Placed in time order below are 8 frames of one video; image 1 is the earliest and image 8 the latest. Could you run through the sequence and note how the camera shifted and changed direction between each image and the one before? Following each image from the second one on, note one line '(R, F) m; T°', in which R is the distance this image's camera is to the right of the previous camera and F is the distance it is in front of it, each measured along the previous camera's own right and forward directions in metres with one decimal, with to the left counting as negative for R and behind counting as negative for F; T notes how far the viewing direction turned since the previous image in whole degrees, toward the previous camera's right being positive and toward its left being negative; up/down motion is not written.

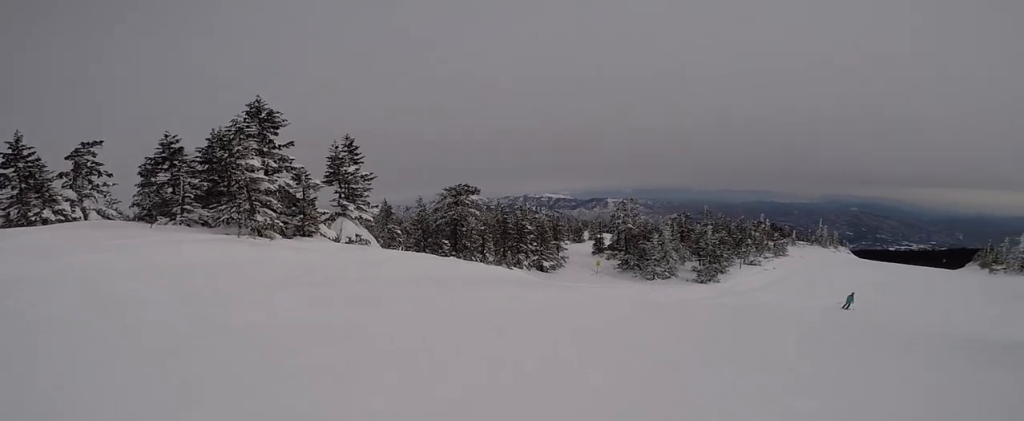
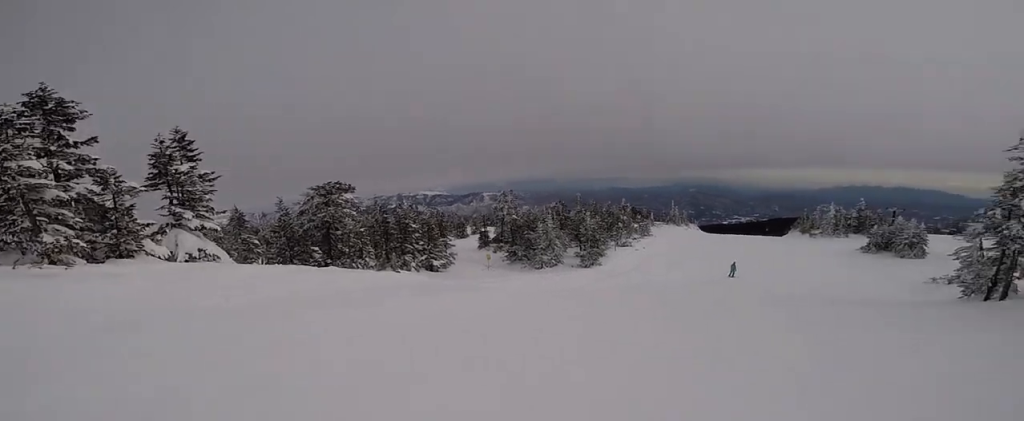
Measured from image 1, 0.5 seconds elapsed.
(-0.6, +2.0) m; +23°
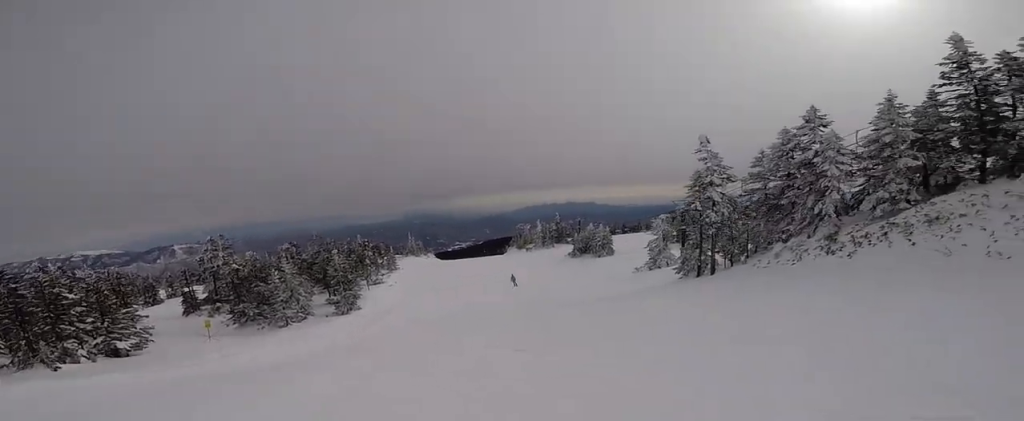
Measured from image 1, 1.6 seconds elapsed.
(+2.7, +3.8) m; +34°
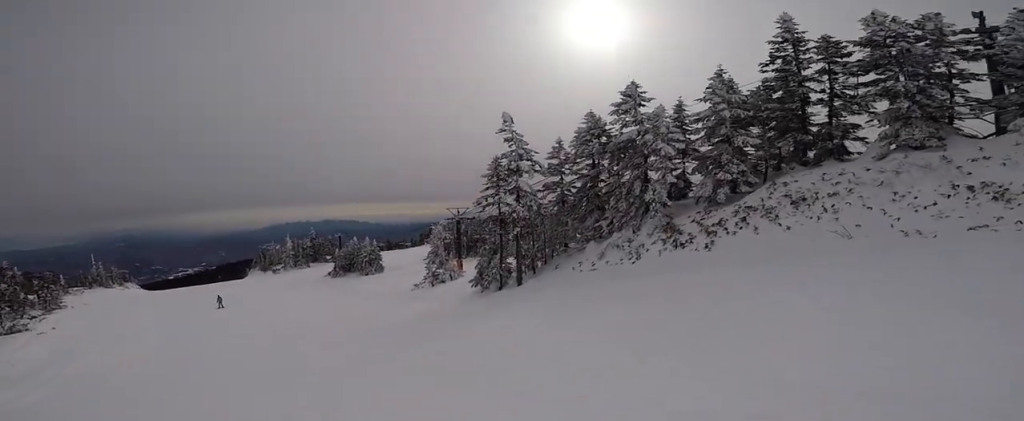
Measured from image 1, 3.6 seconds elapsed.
(+2.6, +7.1) m; +35°
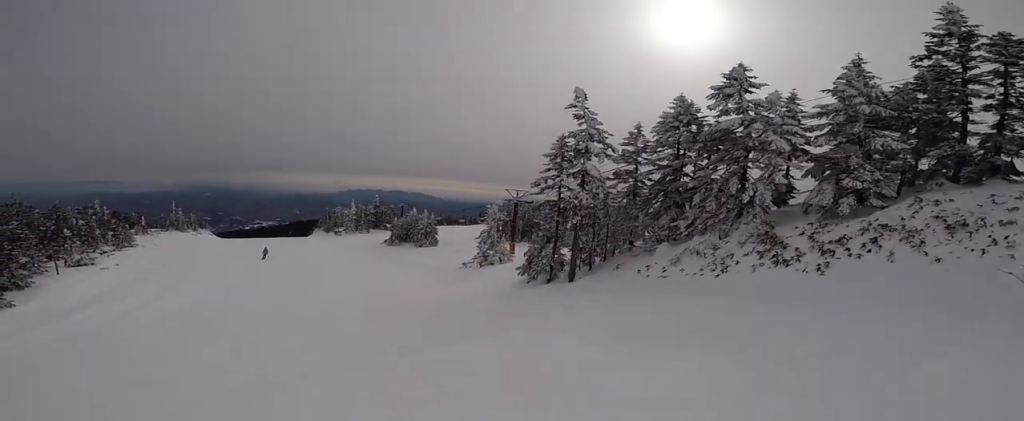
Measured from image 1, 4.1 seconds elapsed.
(-0.2, +2.4) m; -5°
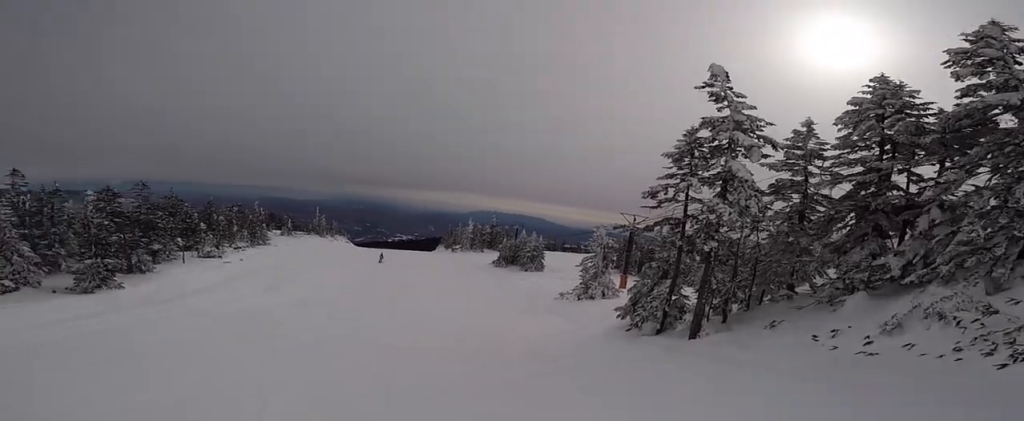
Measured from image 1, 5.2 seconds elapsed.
(-0.5, +5.2) m; -24°
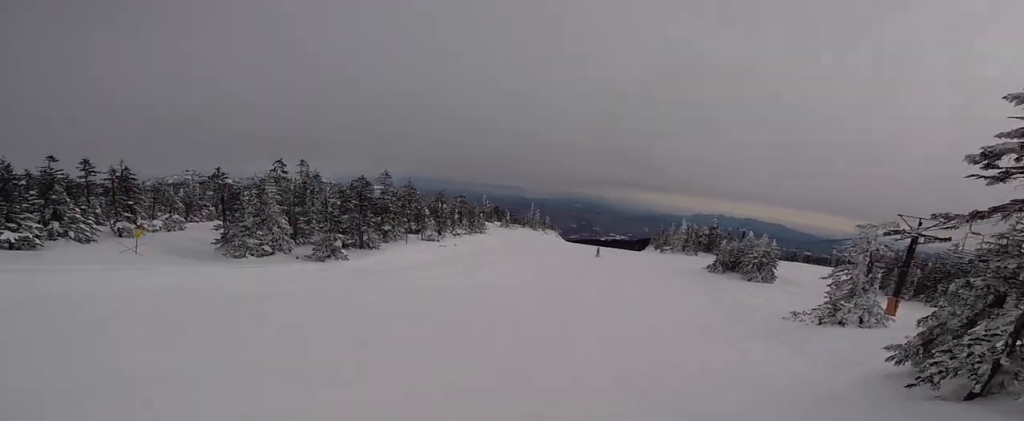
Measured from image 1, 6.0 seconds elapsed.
(-0.8, +3.6) m; -24°
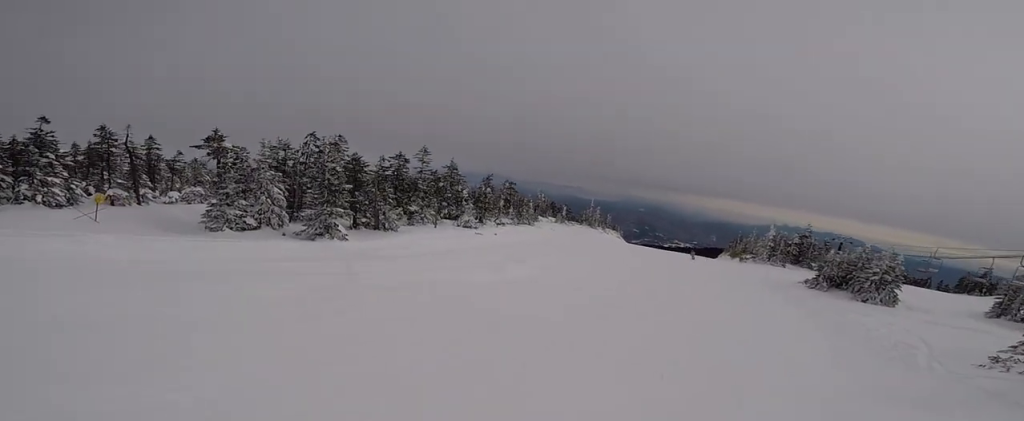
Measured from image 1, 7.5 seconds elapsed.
(-2.6, +8.0) m; -22°
